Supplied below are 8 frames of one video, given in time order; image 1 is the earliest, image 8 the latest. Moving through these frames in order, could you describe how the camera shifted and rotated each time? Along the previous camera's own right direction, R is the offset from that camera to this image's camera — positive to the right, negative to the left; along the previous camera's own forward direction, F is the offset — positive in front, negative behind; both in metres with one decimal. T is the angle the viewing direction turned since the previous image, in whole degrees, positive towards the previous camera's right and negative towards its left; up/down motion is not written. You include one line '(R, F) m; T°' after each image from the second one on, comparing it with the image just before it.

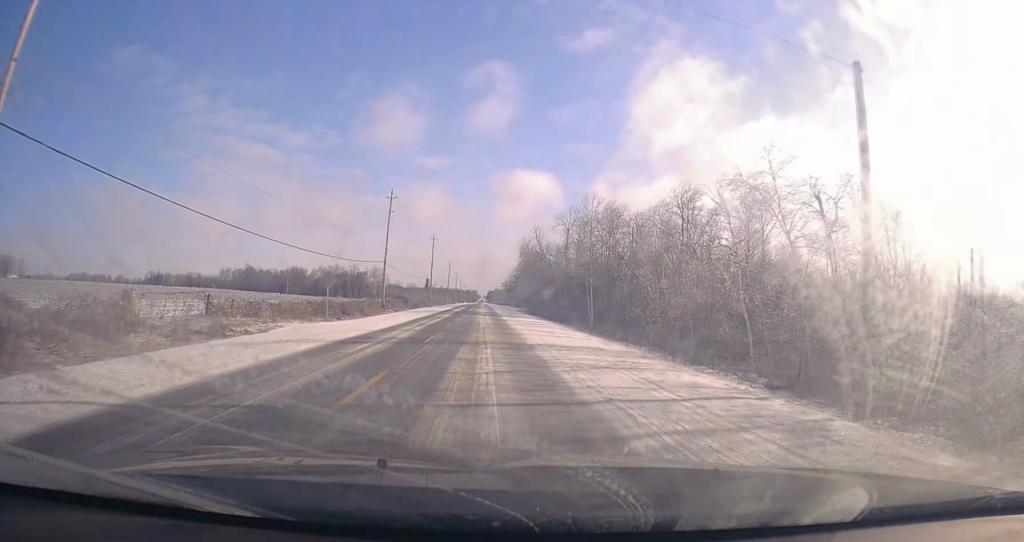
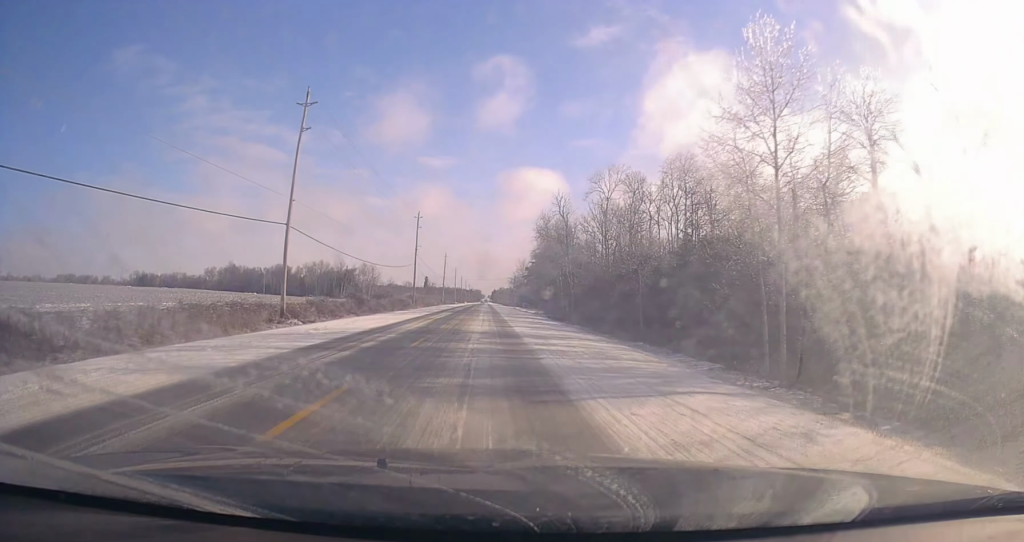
(-0.7, +39.1) m; 0°
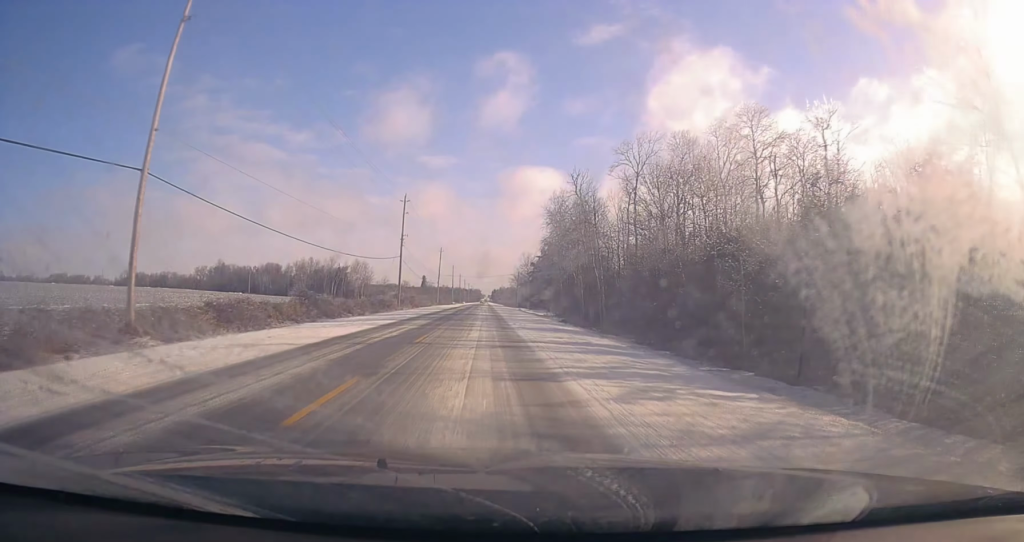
(+0.9, +18.7) m; +1°
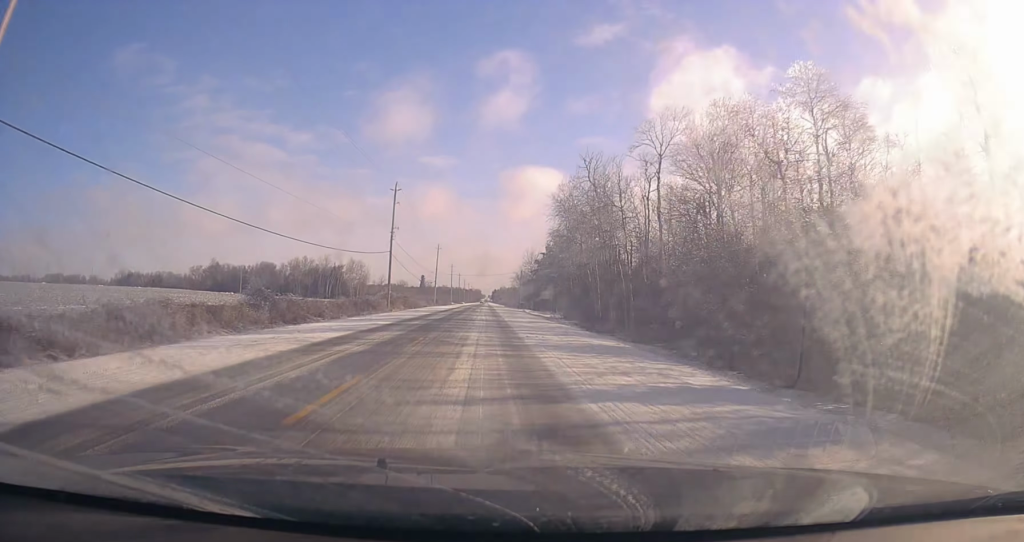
(-0.2, +10.1) m; 0°
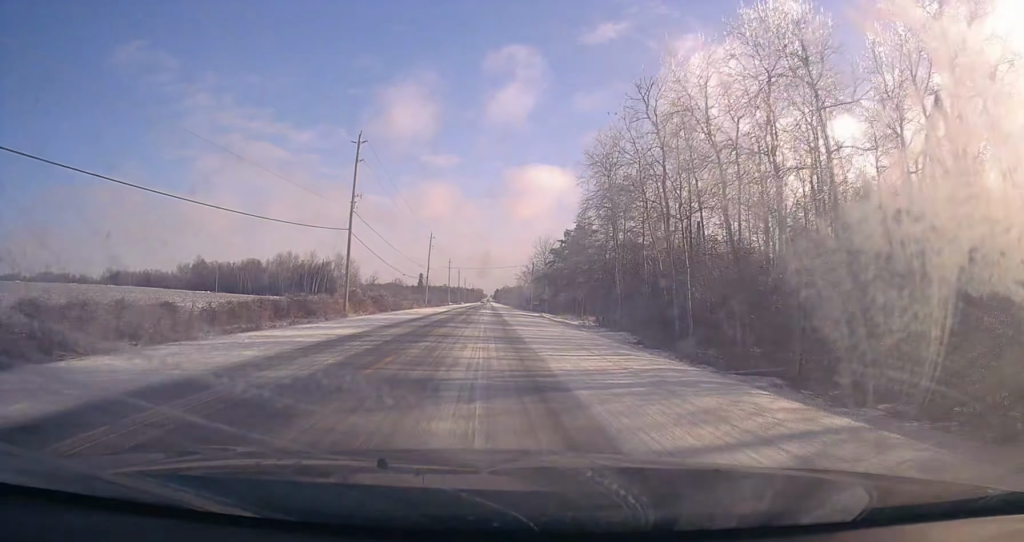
(-0.5, +25.7) m; -1°
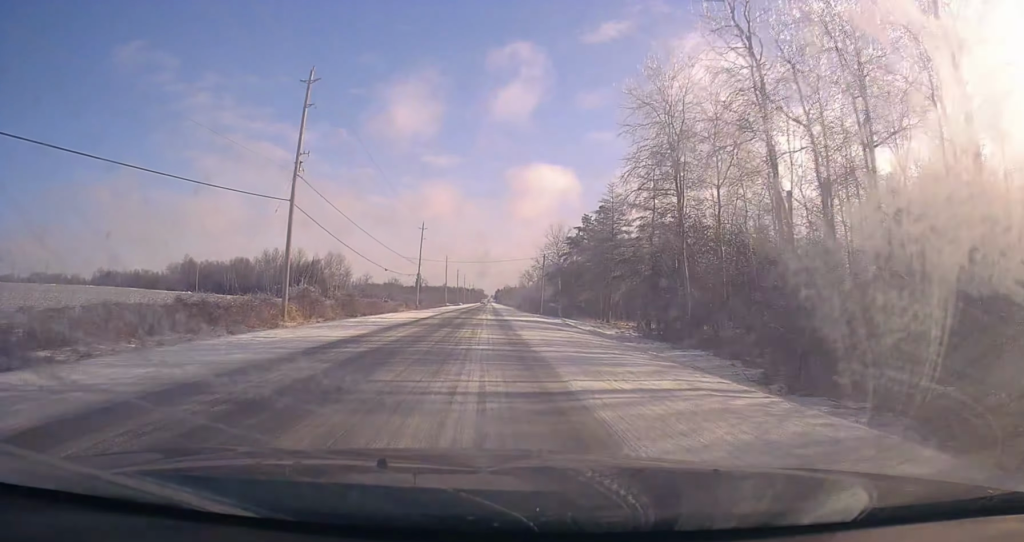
(+0.1, +16.9) m; 0°
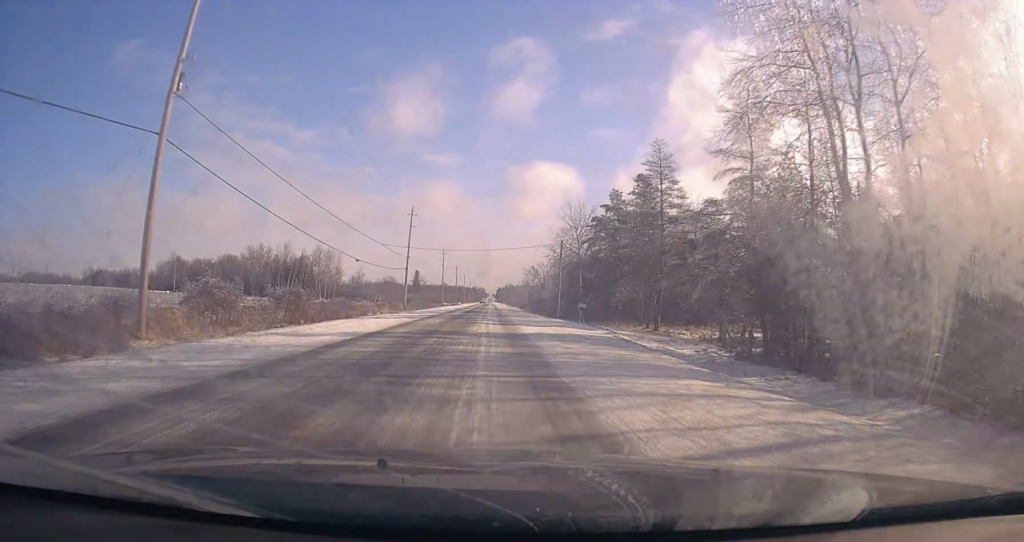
(-0.1, +17.3) m; 0°
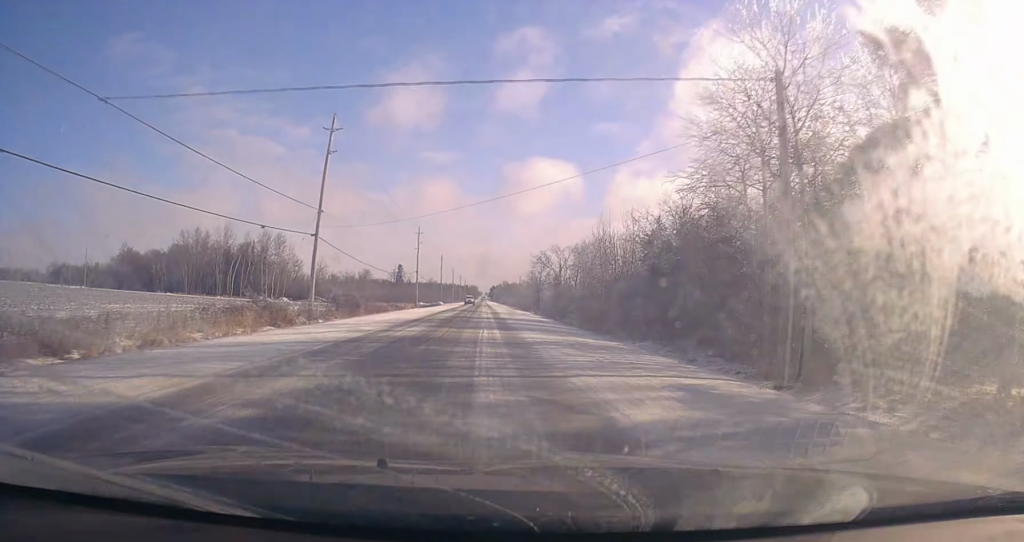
(0.0, +47.5) m; 0°
